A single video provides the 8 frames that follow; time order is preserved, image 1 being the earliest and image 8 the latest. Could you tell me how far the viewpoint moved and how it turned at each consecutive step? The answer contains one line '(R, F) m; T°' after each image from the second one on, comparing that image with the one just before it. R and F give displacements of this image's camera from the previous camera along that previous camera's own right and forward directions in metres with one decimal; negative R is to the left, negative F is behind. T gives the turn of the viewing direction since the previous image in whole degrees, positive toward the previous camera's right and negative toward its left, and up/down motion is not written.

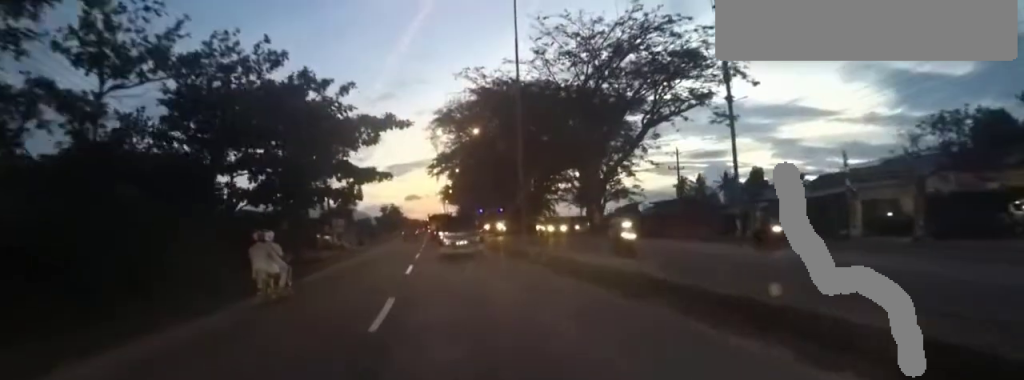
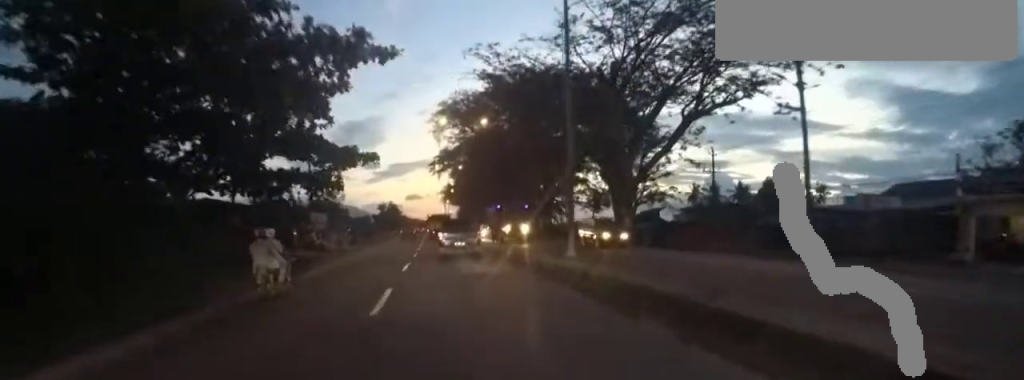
(-0.3, +5.9) m; 0°
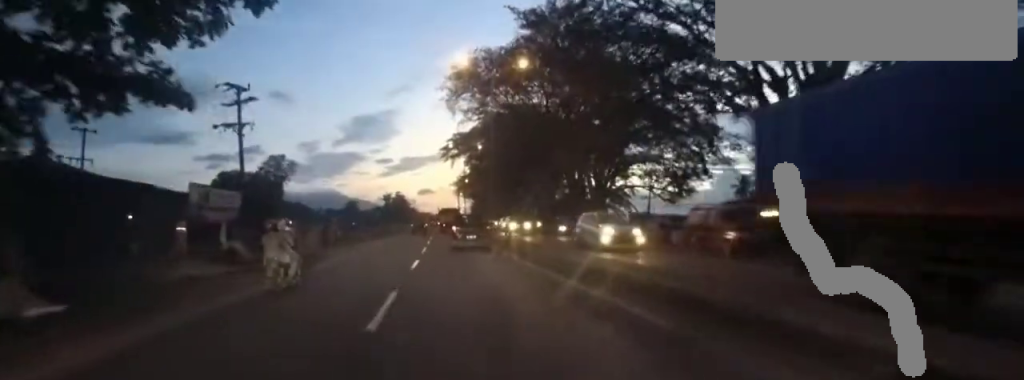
(+1.3, +16.5) m; +10°
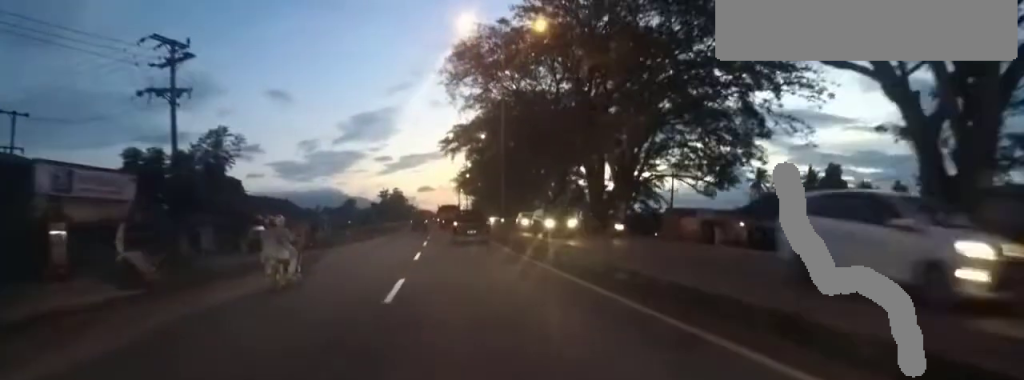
(-0.1, +6.4) m; +5°
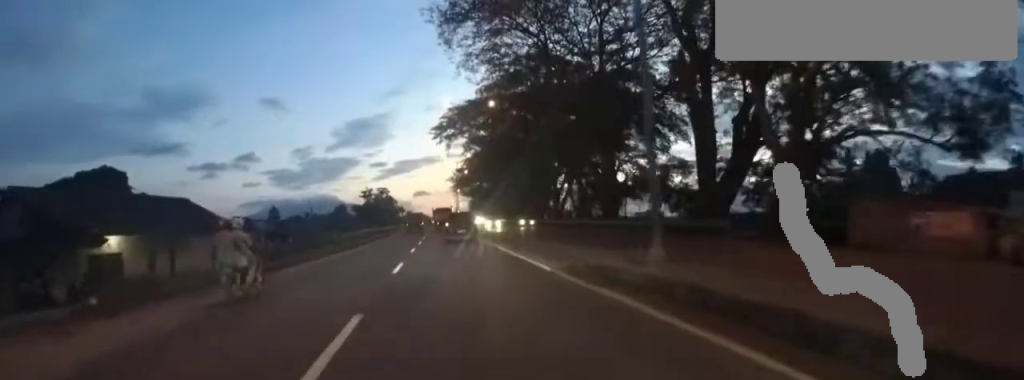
(+1.2, +22.3) m; +1°
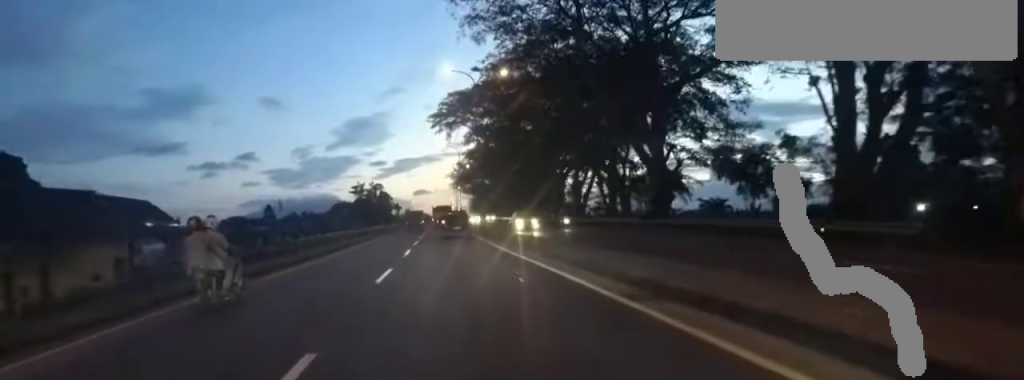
(-0.2, +12.2) m; -1°
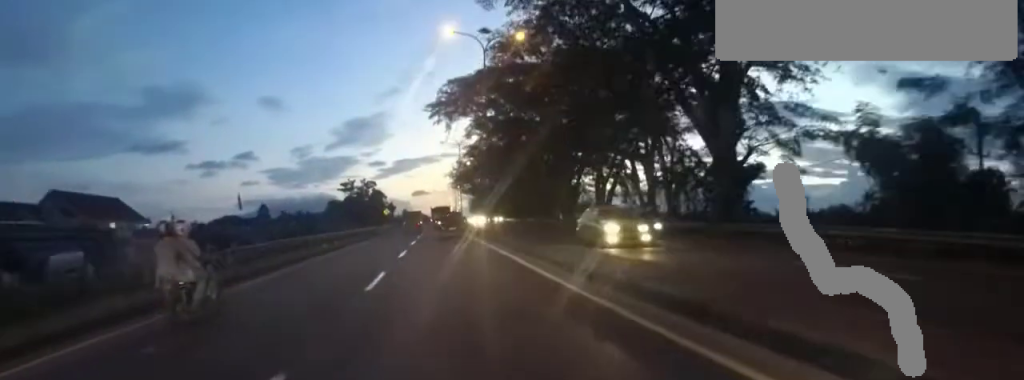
(0.0, +10.6) m; +1°
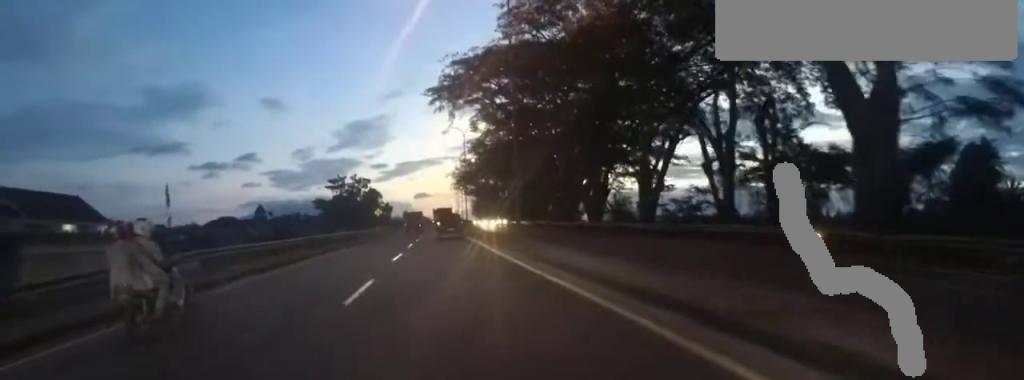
(-0.2, +12.9) m; +6°
